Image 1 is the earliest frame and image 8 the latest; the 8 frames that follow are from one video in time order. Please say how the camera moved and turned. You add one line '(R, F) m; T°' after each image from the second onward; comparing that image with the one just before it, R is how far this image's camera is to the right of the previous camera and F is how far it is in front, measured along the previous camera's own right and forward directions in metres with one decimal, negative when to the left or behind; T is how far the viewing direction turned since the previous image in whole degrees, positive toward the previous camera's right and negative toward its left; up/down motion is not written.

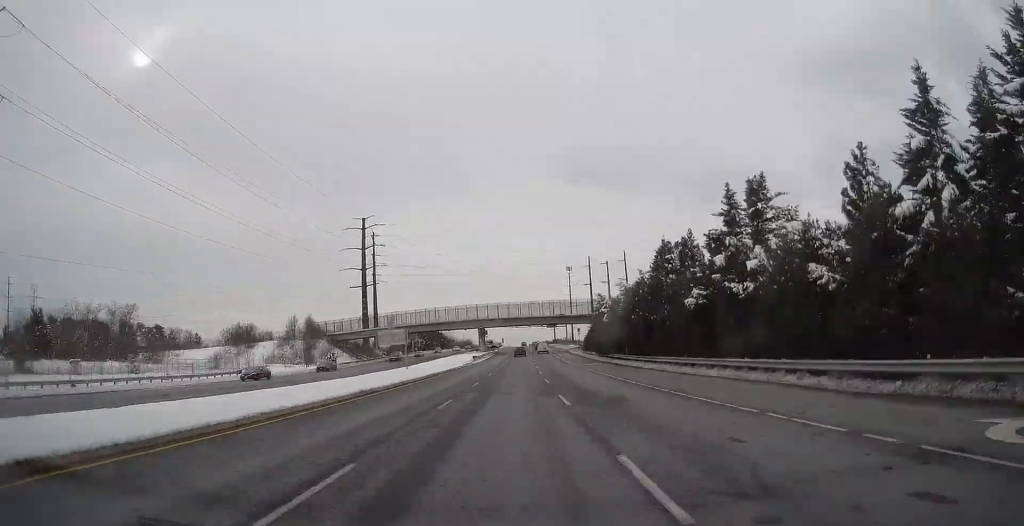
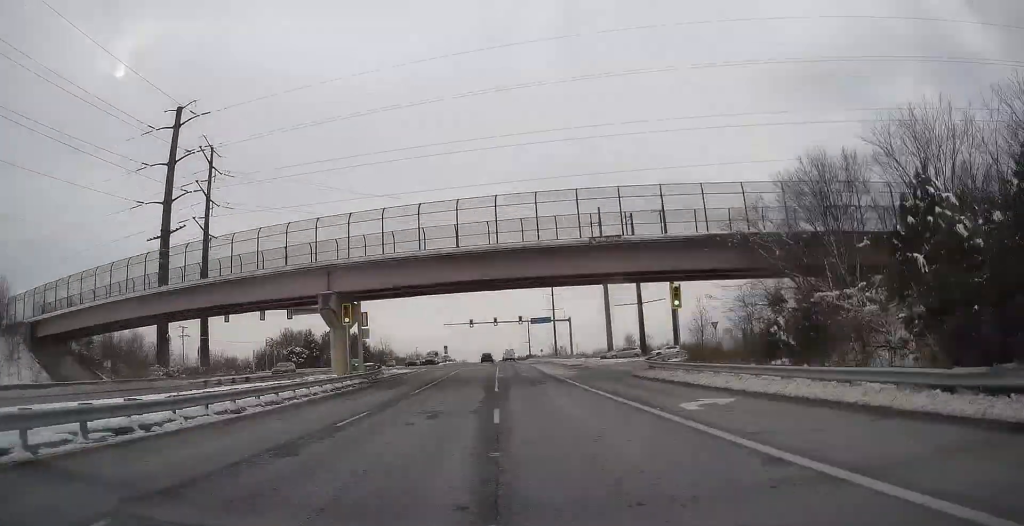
(+0.7, +91.0) m; 0°
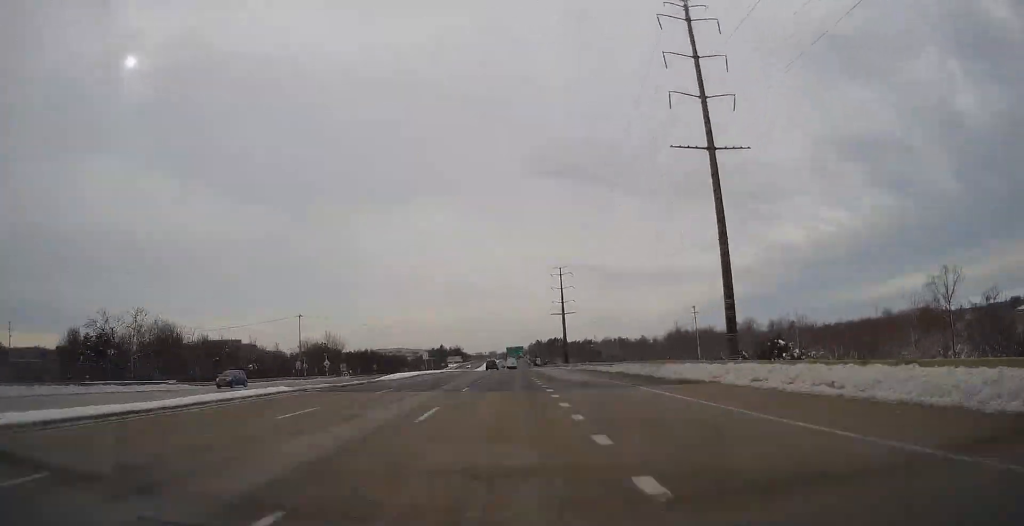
(-2.9, +217.5) m; -2°
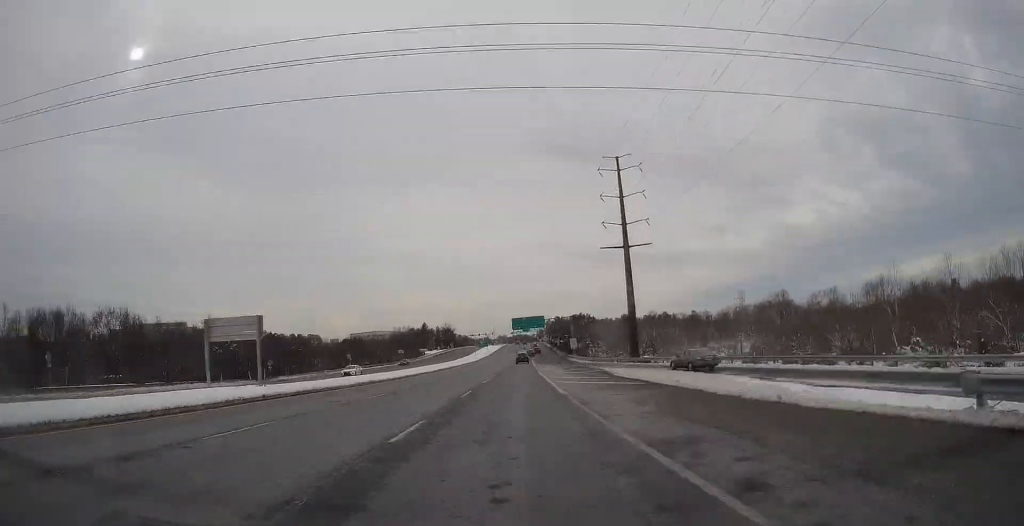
(-1.3, +121.5) m; 0°
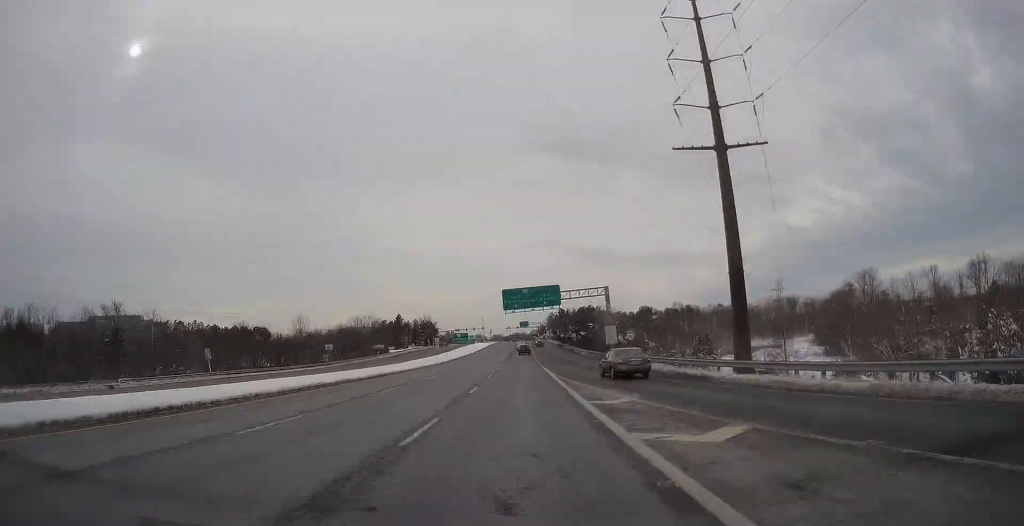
(-0.6, +56.3) m; +1°
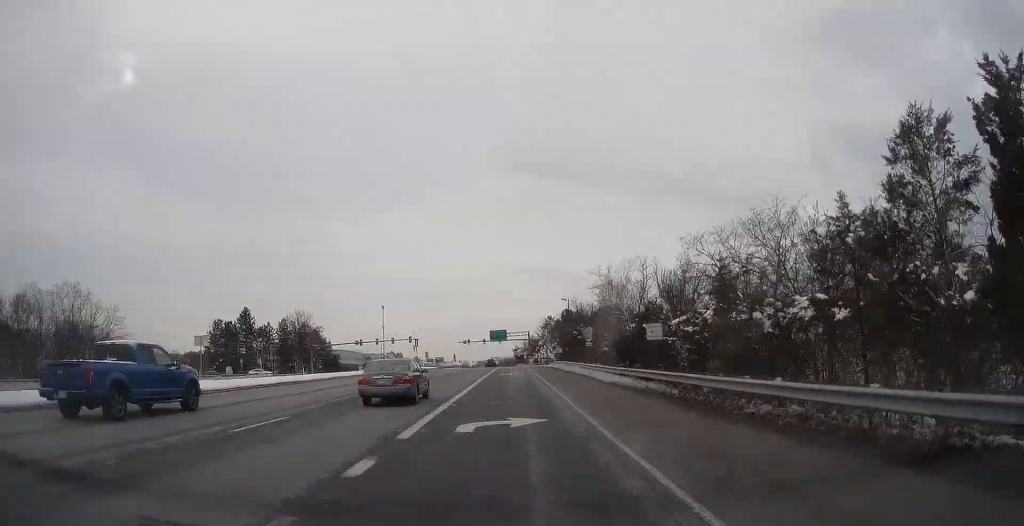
(+3.0, +129.9) m; +12°
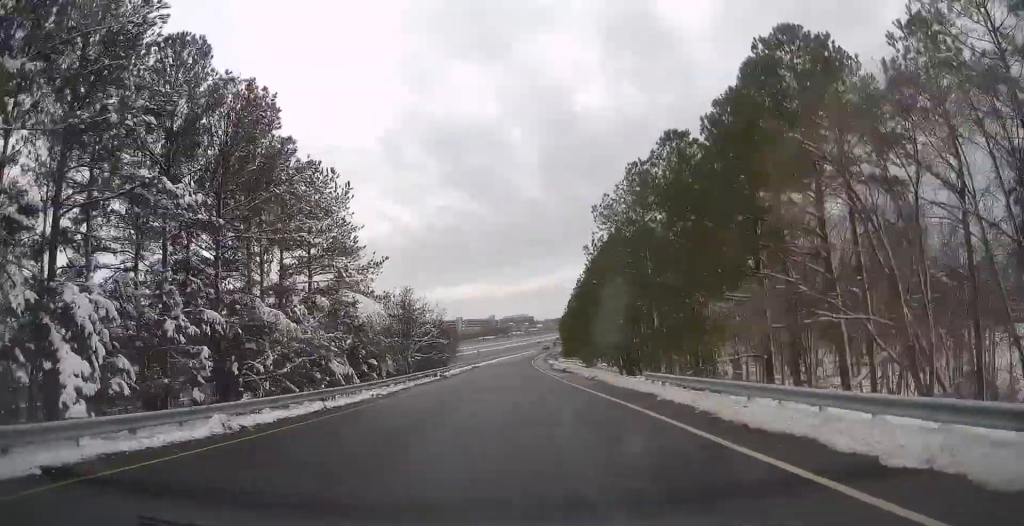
(+67.4, +178.2) m; +35°
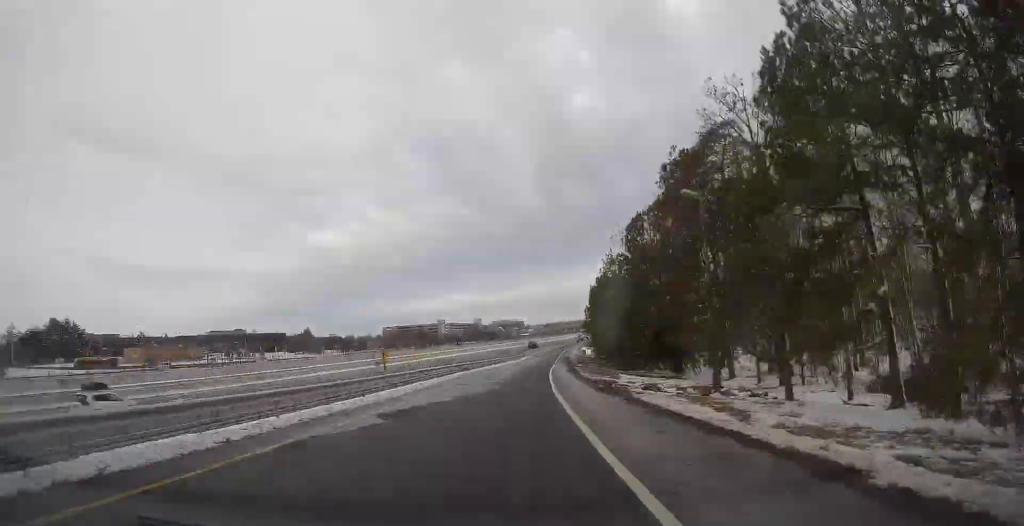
(+2.6, +78.7) m; +4°
